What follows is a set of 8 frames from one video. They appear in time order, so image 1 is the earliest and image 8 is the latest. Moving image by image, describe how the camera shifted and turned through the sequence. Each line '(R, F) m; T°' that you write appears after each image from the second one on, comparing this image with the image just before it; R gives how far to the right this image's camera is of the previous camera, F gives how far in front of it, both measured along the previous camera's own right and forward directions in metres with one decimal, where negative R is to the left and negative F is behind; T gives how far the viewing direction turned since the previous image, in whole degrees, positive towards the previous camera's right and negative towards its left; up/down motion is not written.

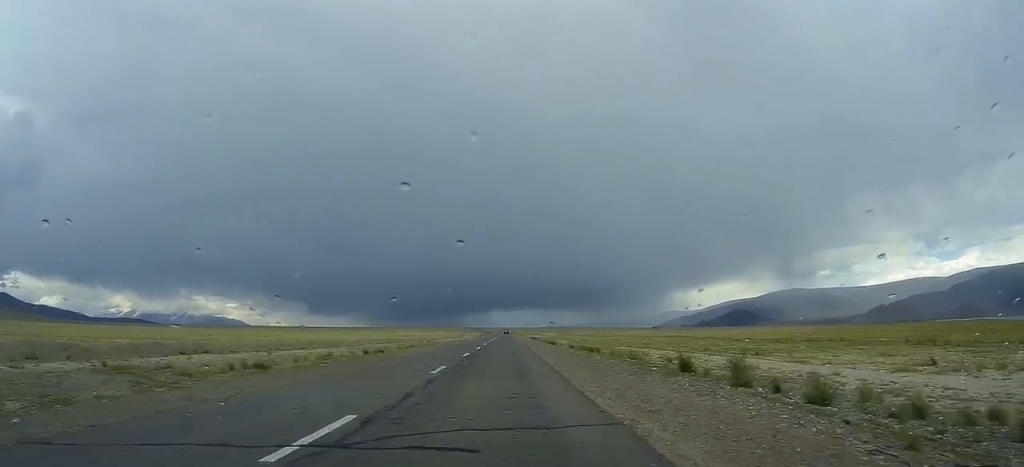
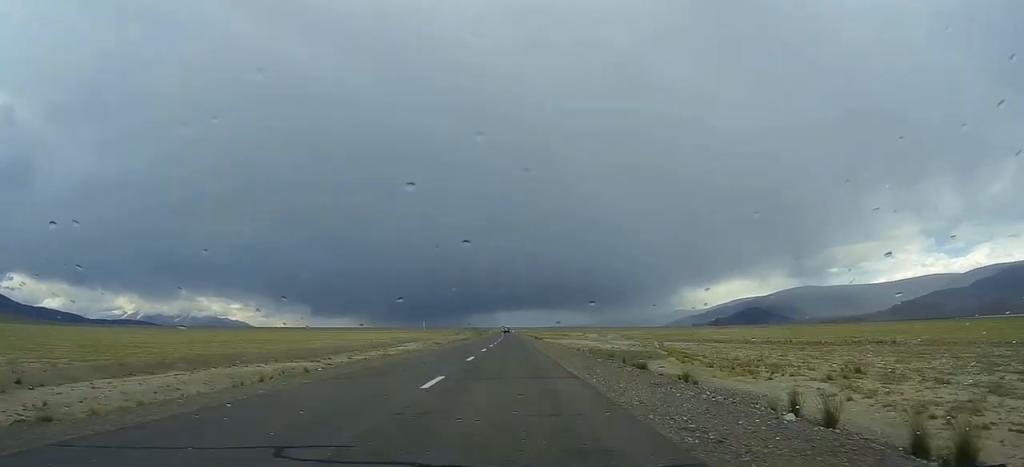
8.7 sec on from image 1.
(-0.7, +237.9) m; -1°
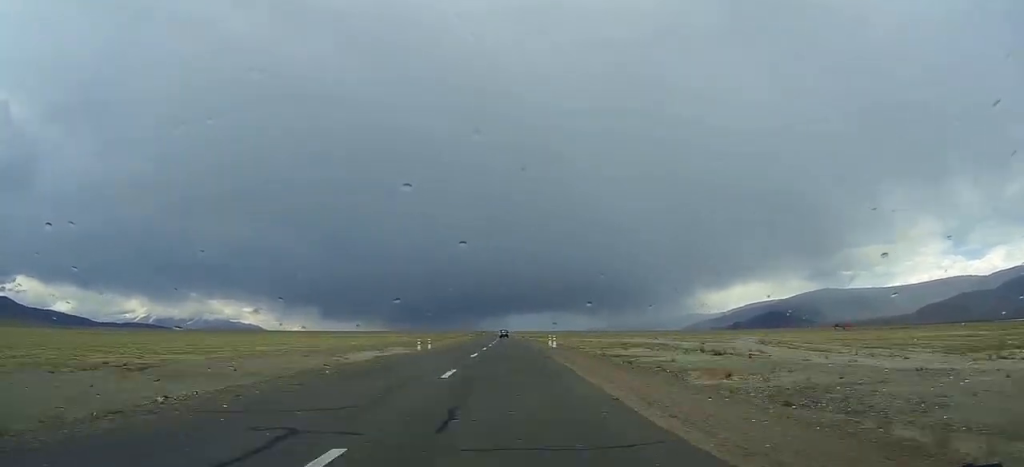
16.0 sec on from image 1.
(-2.9, +200.7) m; -1°
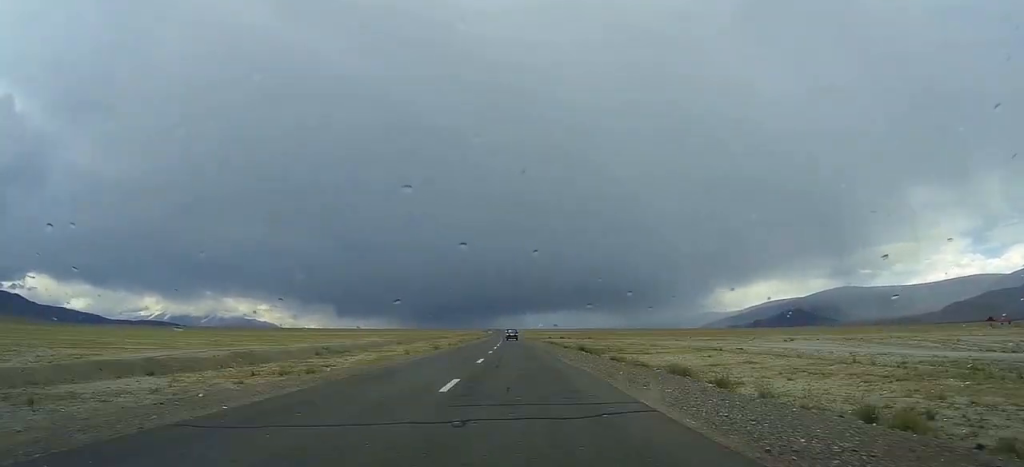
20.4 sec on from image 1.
(-0.2, +118.5) m; -1°
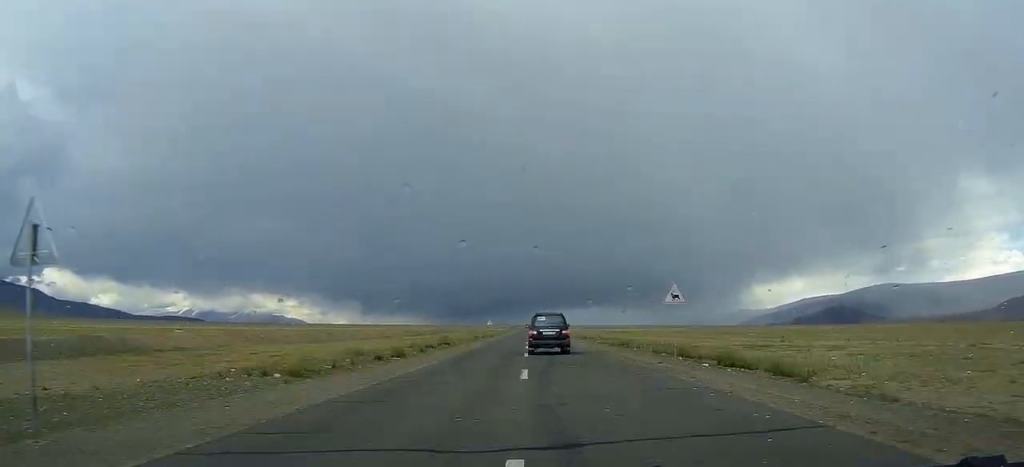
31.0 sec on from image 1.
(-4.1, +282.7) m; 0°
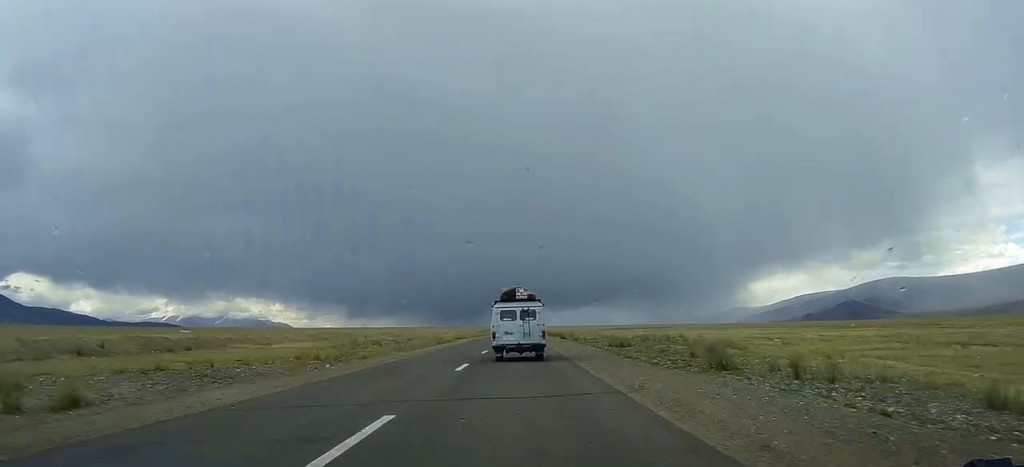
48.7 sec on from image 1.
(+3.6, +438.5) m; 0°
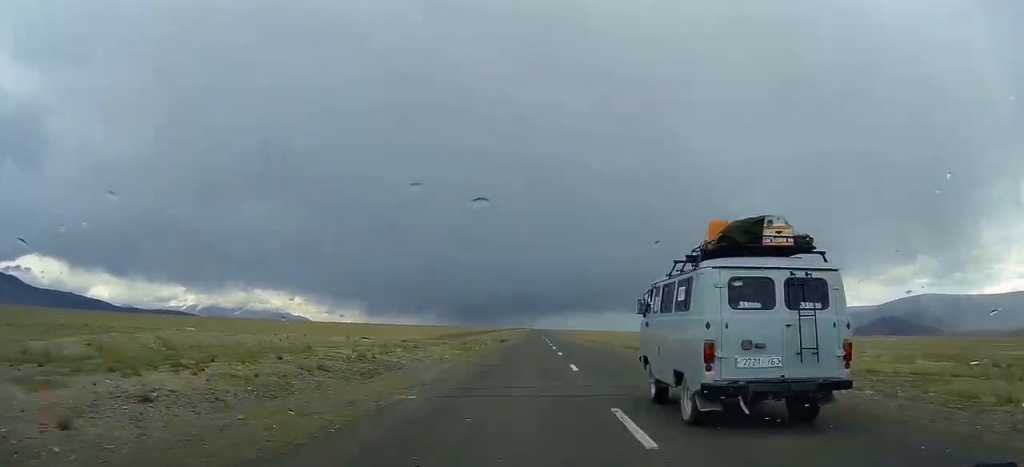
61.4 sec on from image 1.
(-2.3, +307.3) m; 0°
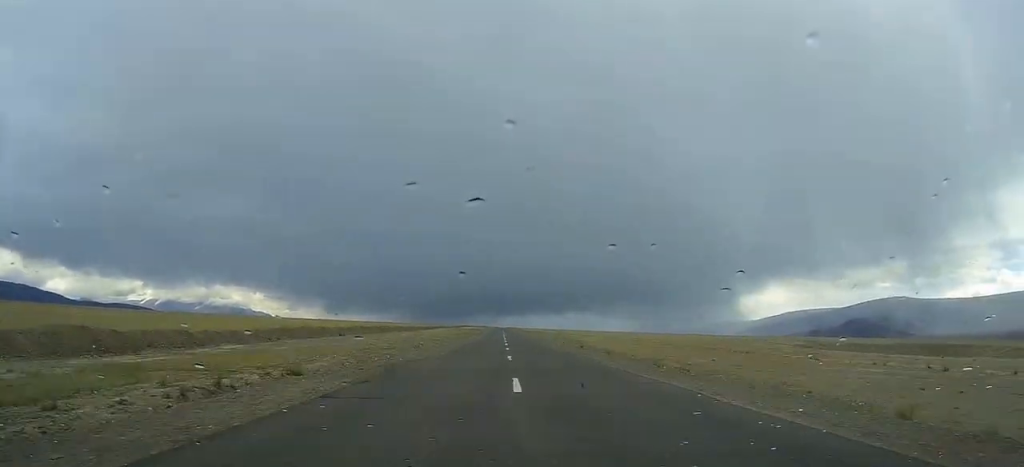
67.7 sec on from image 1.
(+1.6, +158.9) m; 0°
